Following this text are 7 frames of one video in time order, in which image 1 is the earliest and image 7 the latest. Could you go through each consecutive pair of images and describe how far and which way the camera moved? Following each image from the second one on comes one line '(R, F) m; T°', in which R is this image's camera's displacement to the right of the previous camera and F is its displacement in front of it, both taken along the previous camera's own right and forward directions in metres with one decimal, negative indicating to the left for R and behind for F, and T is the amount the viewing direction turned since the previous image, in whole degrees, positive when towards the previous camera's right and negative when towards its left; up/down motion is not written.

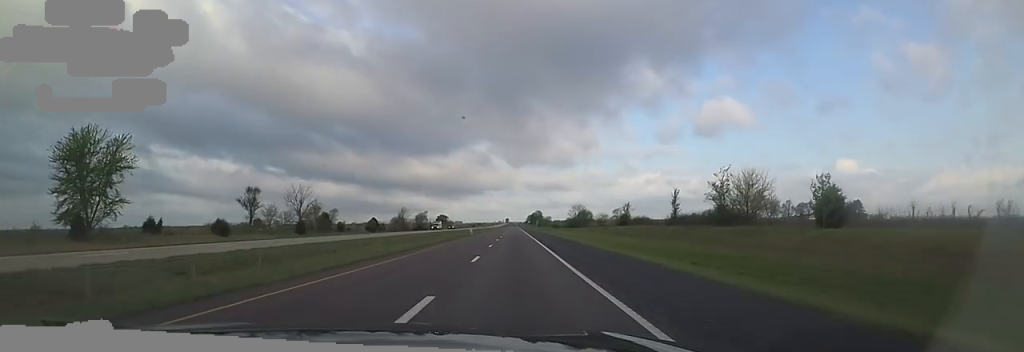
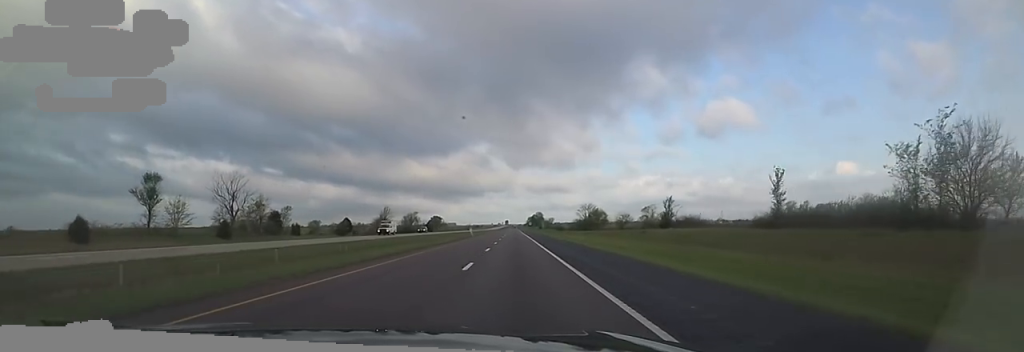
(-0.5, +27.6) m; -1°
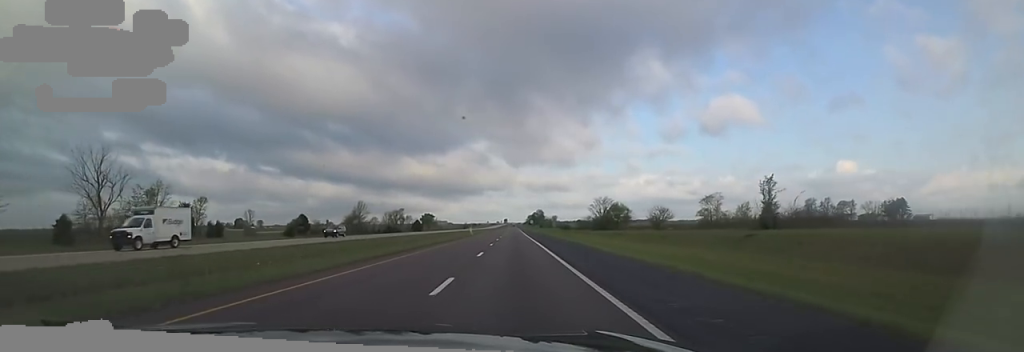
(0.0, +30.0) m; +1°
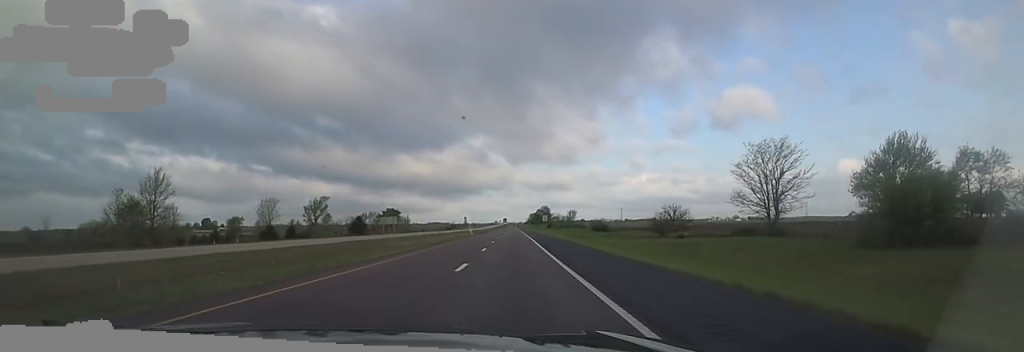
(+2.0, +92.4) m; -1°
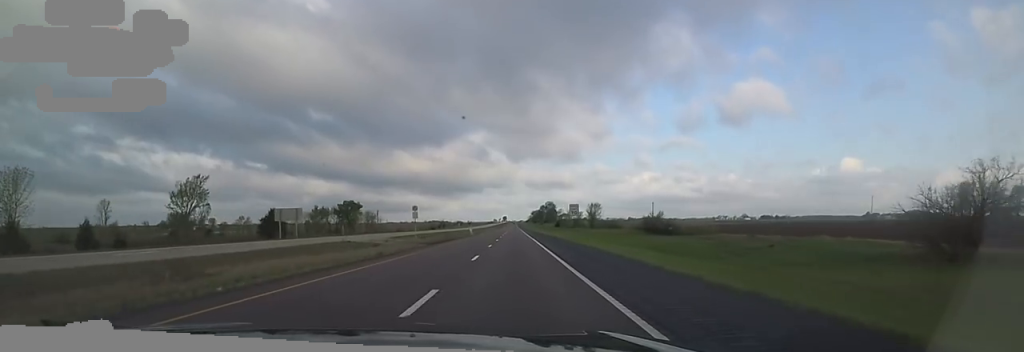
(-0.2, +56.9) m; +1°
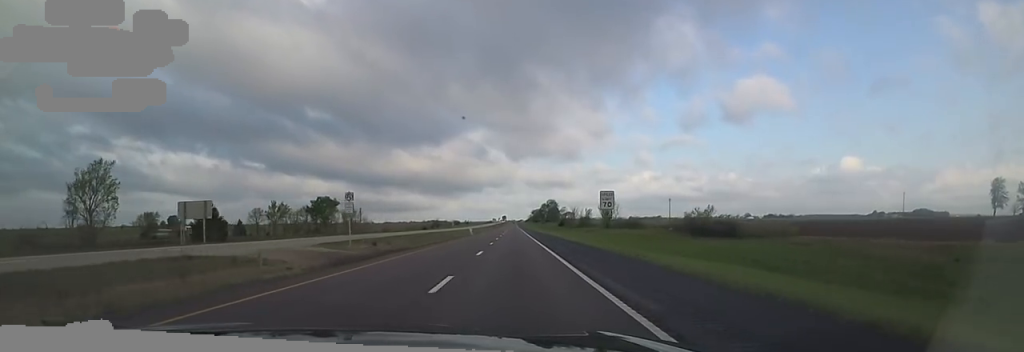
(+0.1, +22.0) m; +1°
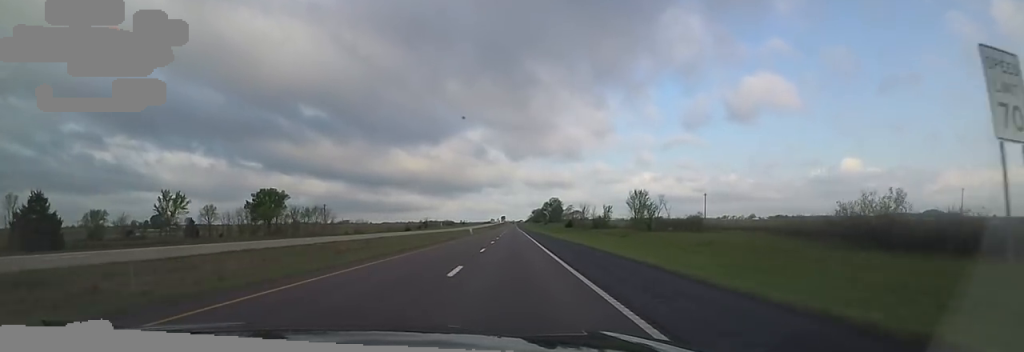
(+0.9, +33.4) m; 0°
